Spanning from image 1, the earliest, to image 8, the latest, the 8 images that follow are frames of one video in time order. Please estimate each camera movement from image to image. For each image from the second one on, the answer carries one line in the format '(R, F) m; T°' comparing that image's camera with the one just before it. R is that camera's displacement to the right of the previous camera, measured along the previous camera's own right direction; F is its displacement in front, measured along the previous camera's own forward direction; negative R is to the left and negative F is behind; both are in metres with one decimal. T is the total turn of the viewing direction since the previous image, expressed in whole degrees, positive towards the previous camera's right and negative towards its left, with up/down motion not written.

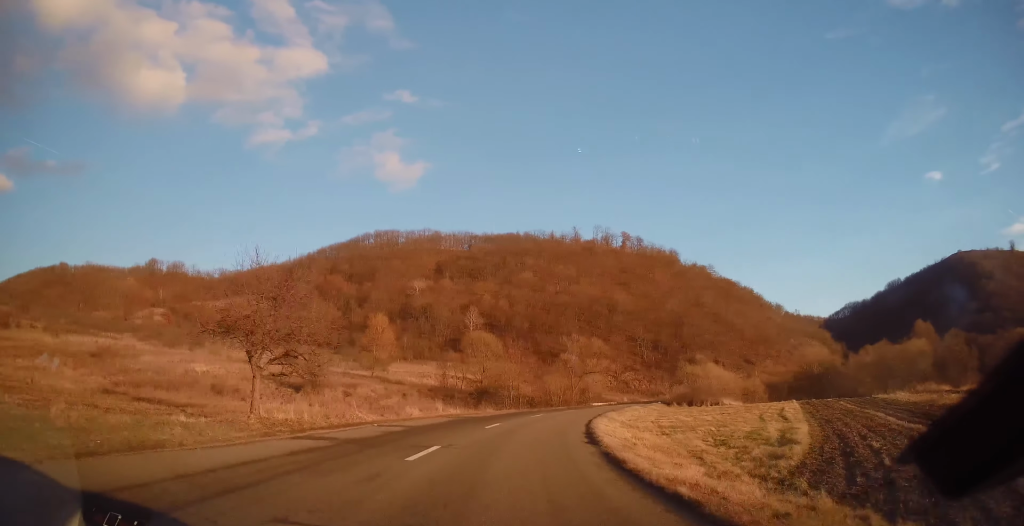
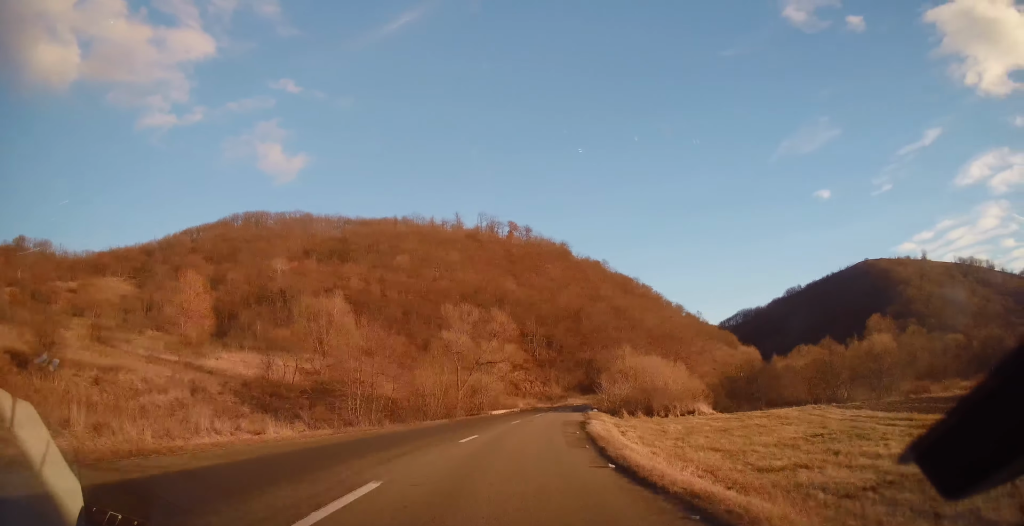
(+3.5, +27.4) m; +13°
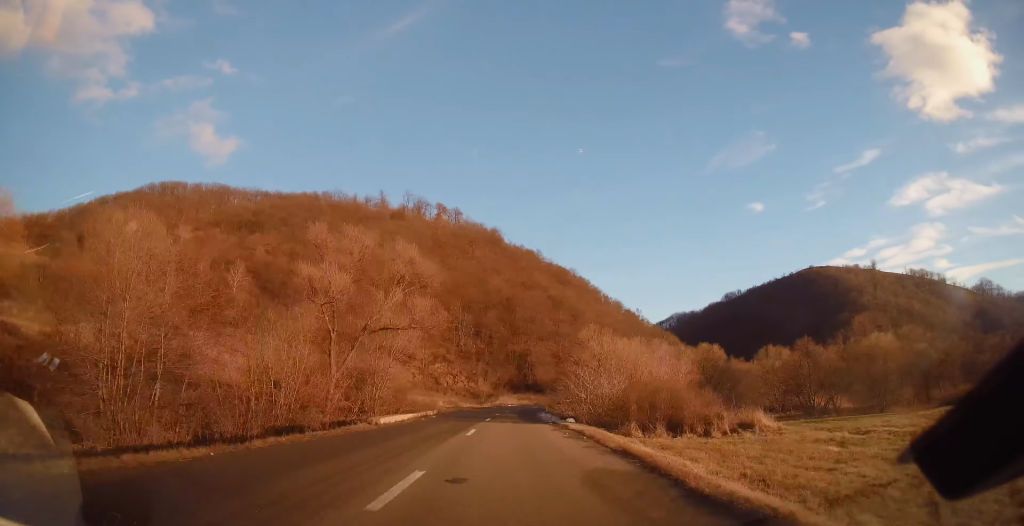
(+1.4, +21.2) m; +5°
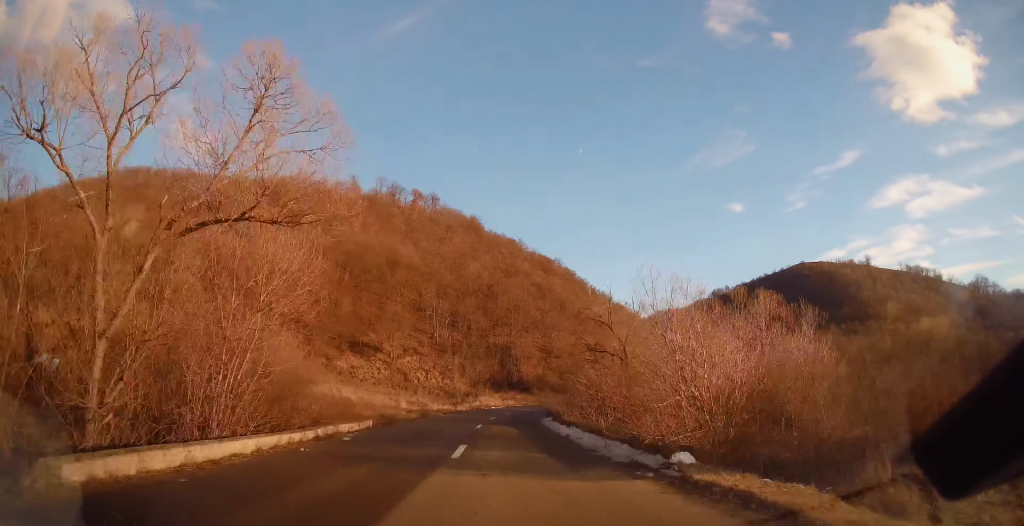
(+0.2, +17.0) m; +2°
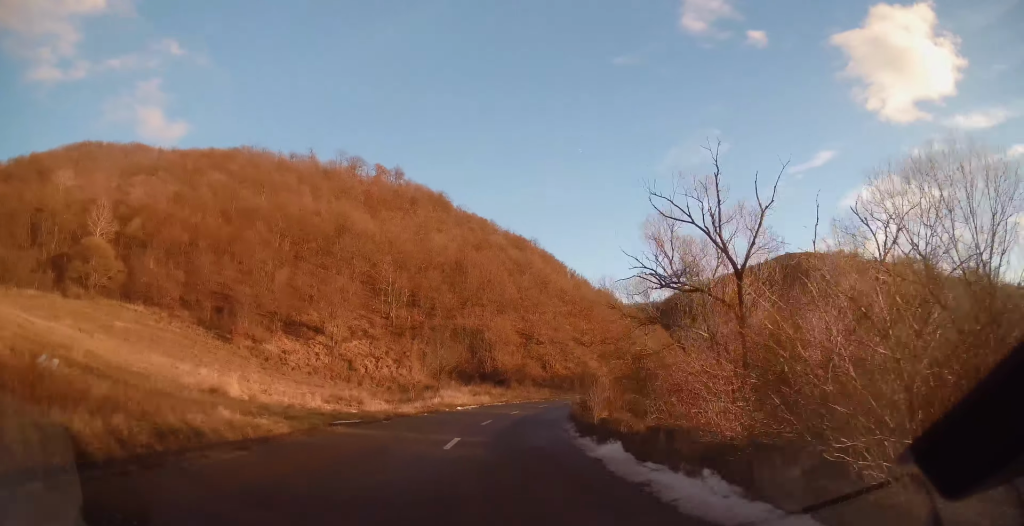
(+0.8, +21.0) m; +5°
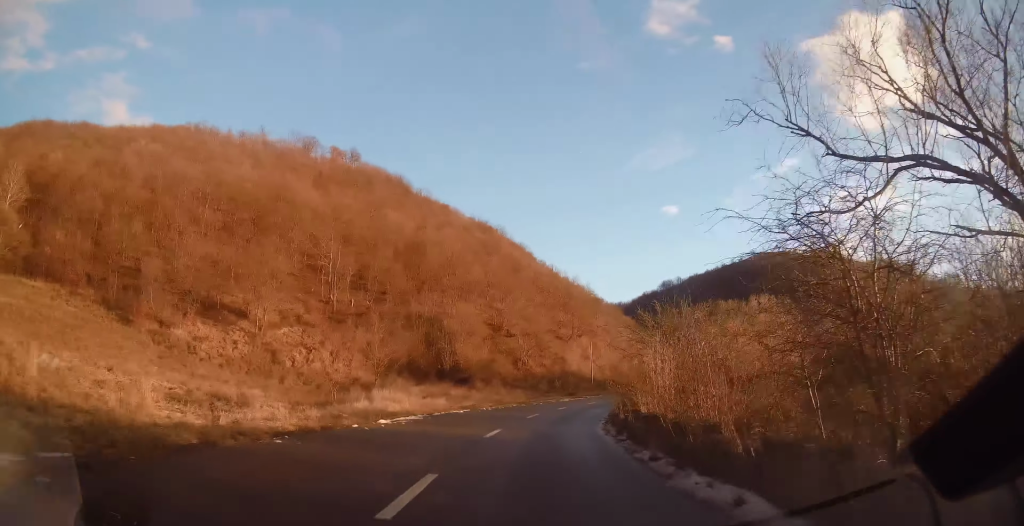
(+0.7, +16.5) m; +7°
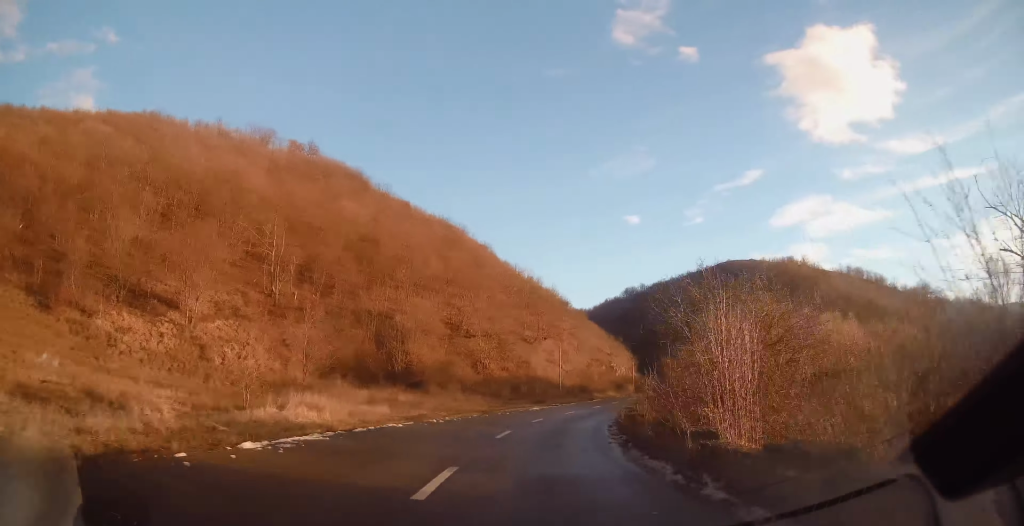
(+0.5, +8.3) m; +4°
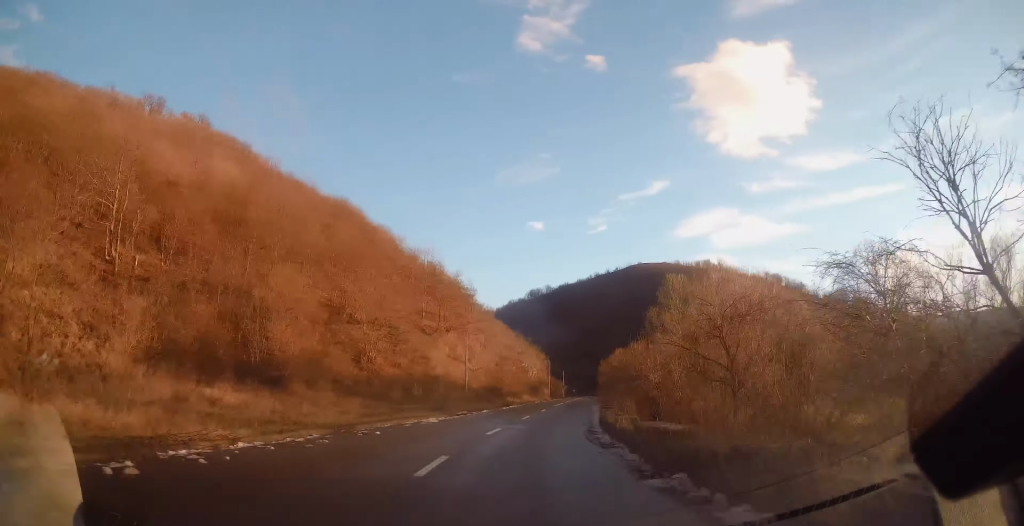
(+1.2, +16.5) m; +8°
